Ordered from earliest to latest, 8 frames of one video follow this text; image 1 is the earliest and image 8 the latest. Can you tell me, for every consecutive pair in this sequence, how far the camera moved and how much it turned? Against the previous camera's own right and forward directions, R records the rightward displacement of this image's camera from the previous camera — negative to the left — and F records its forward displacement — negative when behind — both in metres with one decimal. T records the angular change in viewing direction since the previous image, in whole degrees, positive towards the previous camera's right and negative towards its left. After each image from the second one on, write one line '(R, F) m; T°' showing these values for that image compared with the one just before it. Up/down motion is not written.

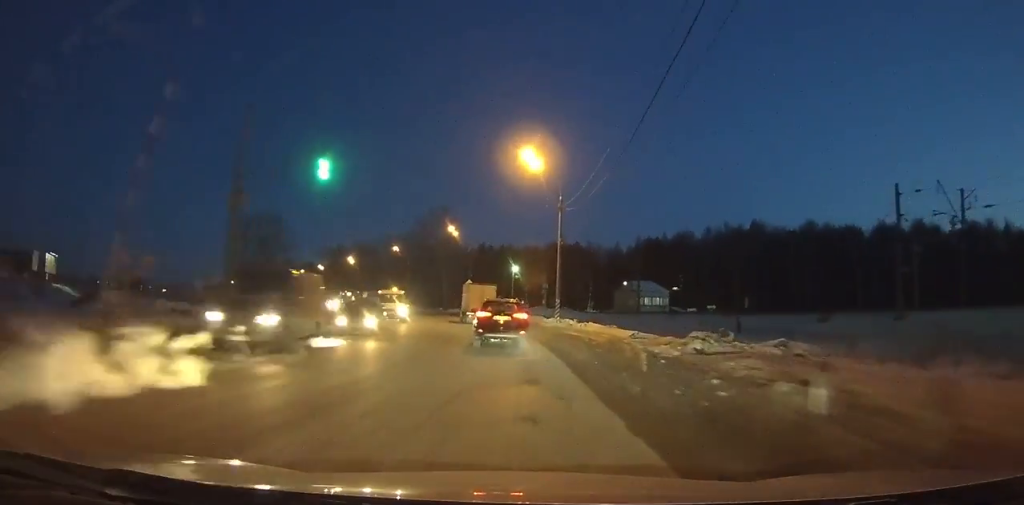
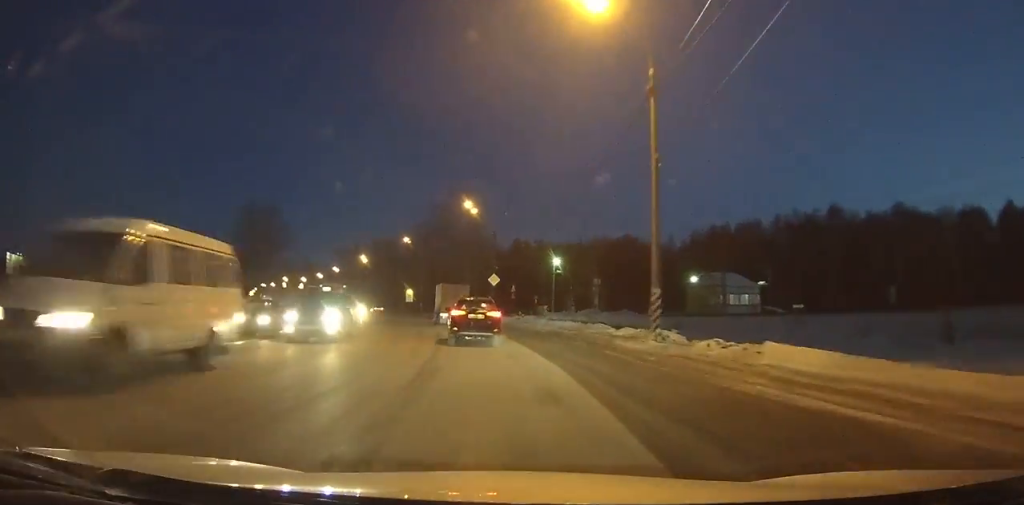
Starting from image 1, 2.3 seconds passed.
(-0.4, +22.9) m; -5°
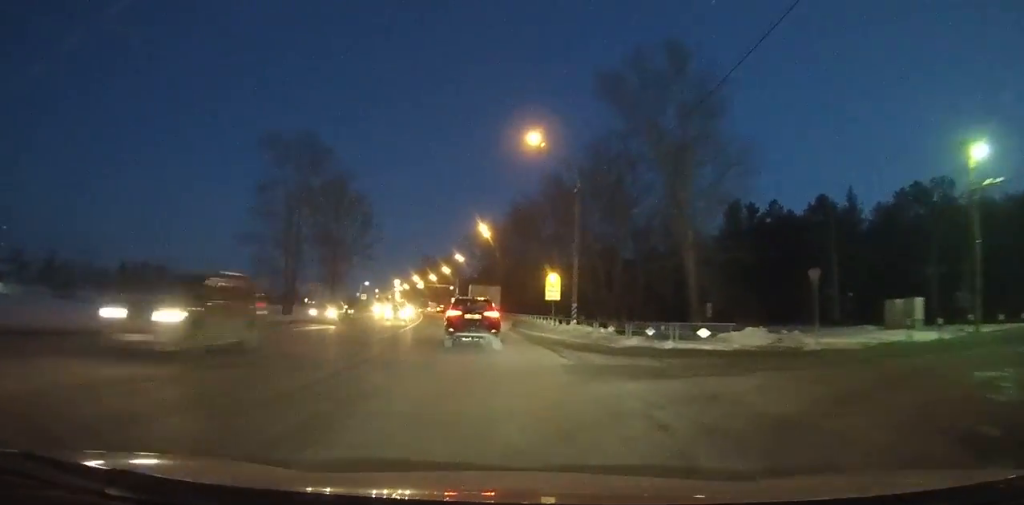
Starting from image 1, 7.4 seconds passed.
(-7.6, +56.7) m; -14°
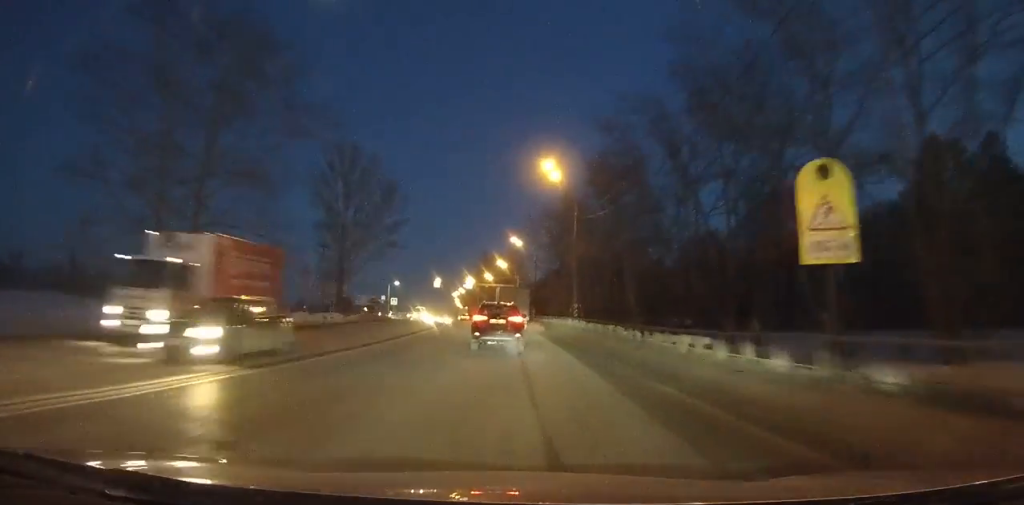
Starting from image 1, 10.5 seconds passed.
(-2.0, +37.6) m; -5°
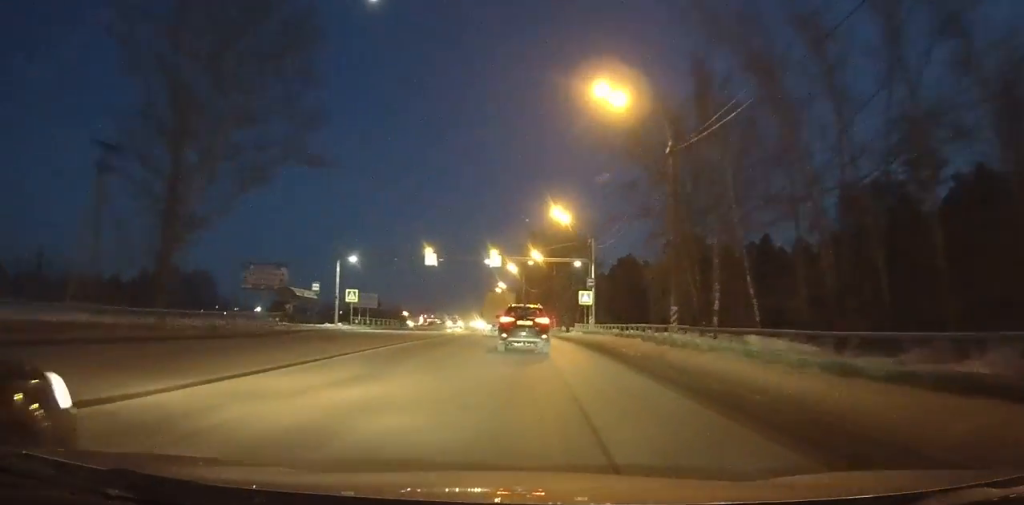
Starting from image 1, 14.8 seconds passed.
(-2.6, +53.8) m; -4°
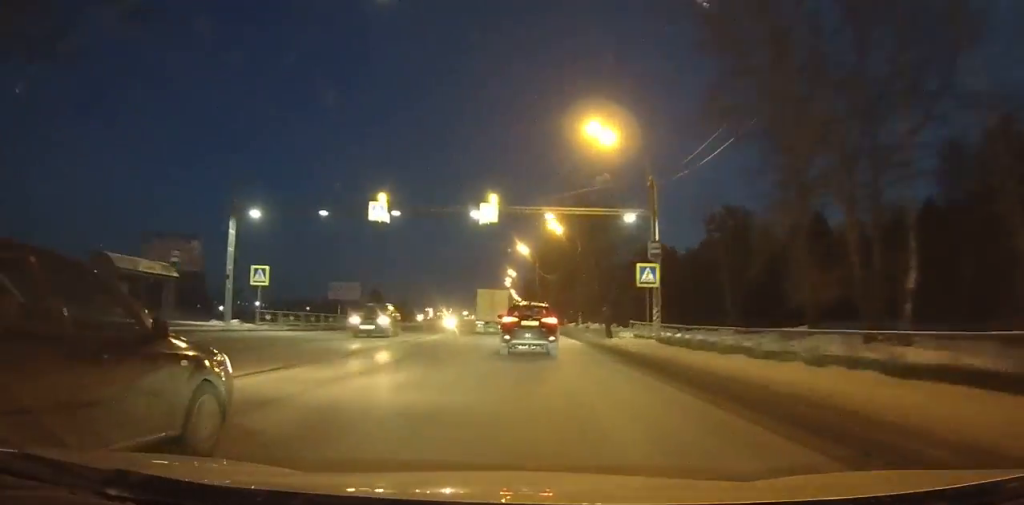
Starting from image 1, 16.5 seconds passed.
(-0.1, +21.2) m; -1°
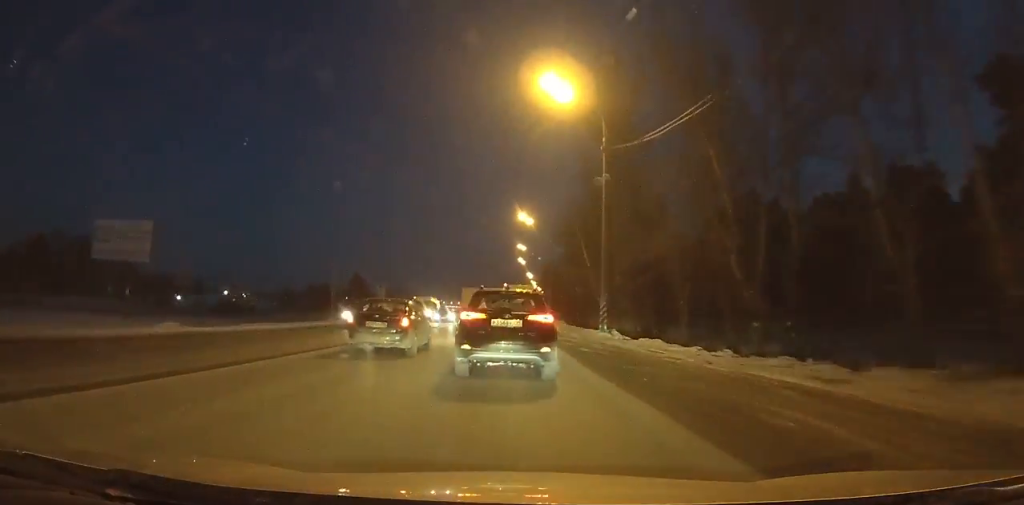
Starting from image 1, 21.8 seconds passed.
(-2.0, +59.9) m; -3°
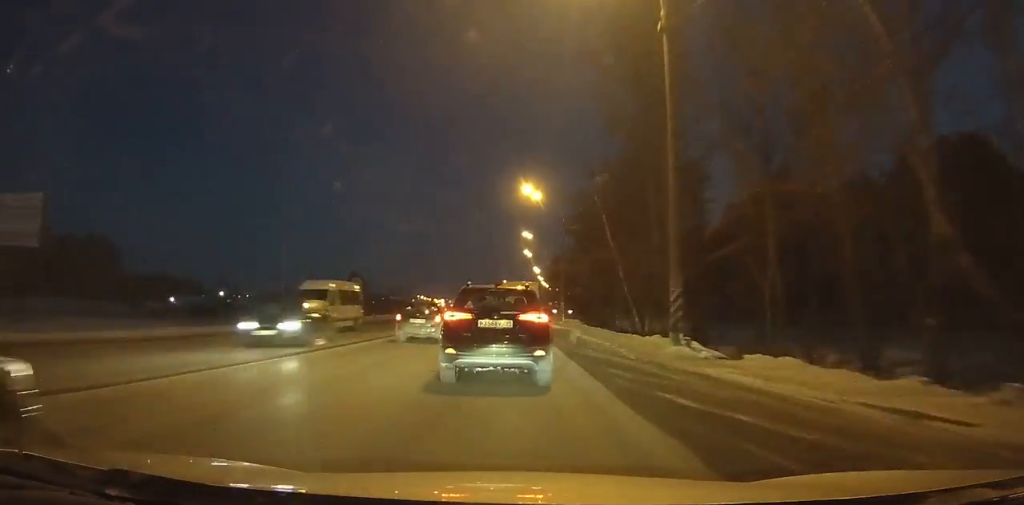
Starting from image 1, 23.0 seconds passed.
(0.0, +12.5) m; 0°
